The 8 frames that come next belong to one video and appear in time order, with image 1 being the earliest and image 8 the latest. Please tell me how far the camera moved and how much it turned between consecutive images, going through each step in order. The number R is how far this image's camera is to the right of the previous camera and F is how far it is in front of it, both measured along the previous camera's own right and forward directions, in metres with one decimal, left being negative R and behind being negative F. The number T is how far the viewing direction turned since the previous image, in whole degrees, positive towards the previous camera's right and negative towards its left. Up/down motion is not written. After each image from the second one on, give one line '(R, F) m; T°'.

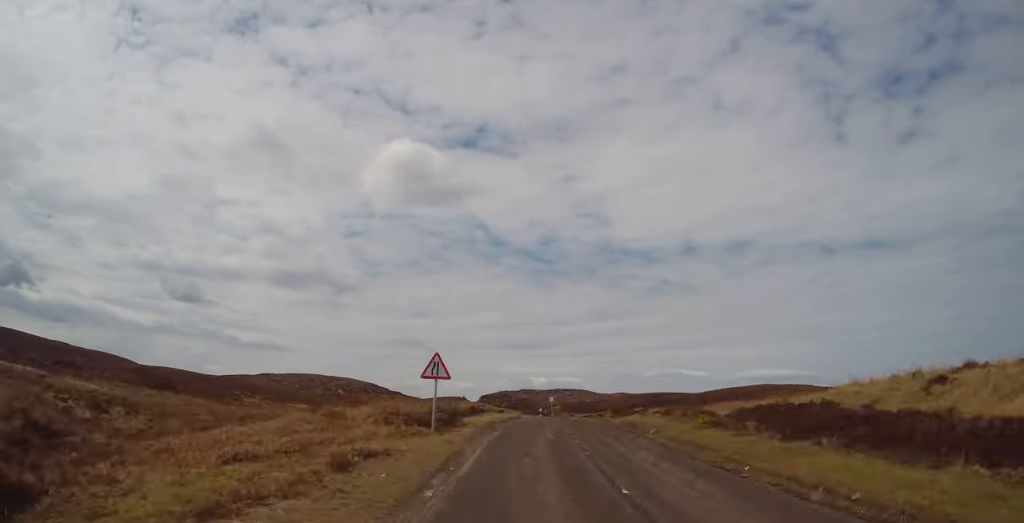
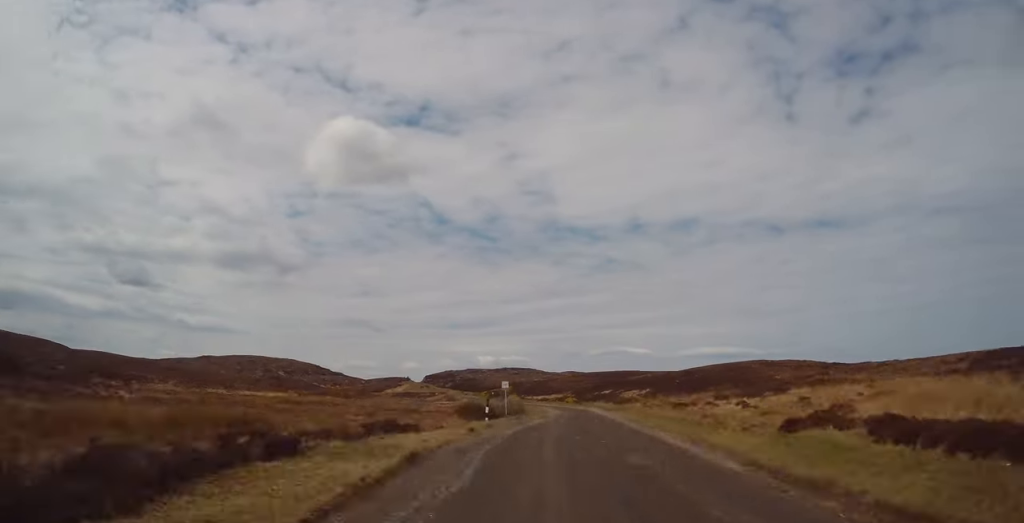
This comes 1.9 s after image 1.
(+2.0, +29.8) m; +1°
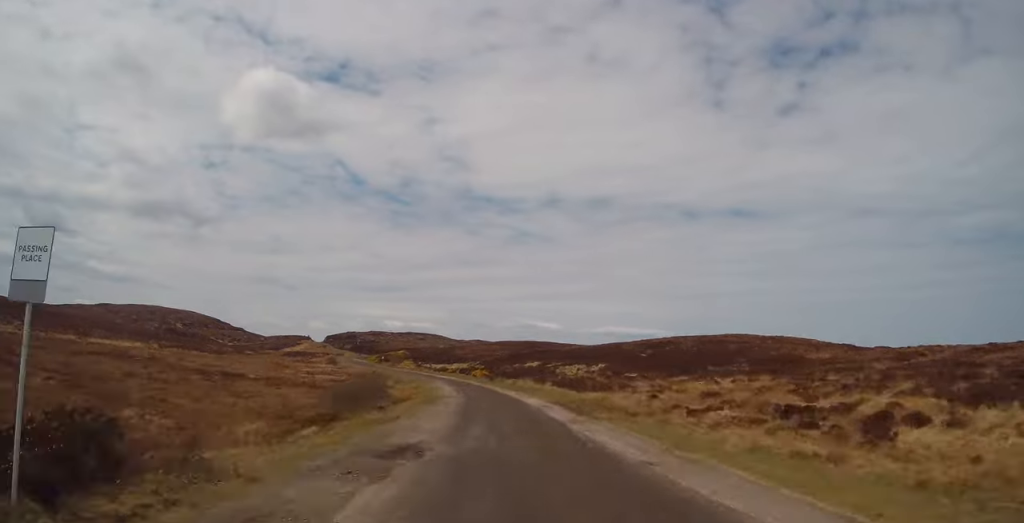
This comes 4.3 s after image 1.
(+0.7, +38.5) m; -1°
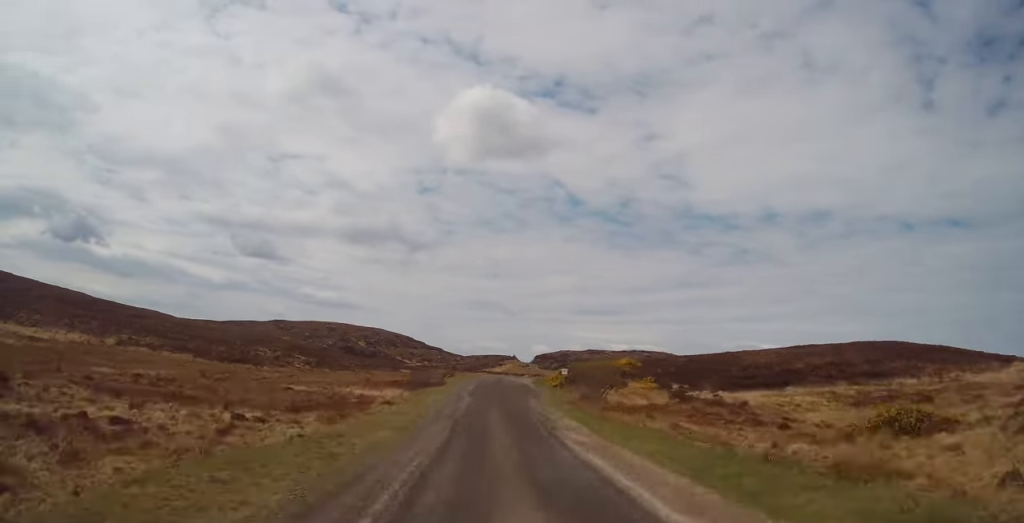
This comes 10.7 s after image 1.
(-11.9, +101.6) m; -11°
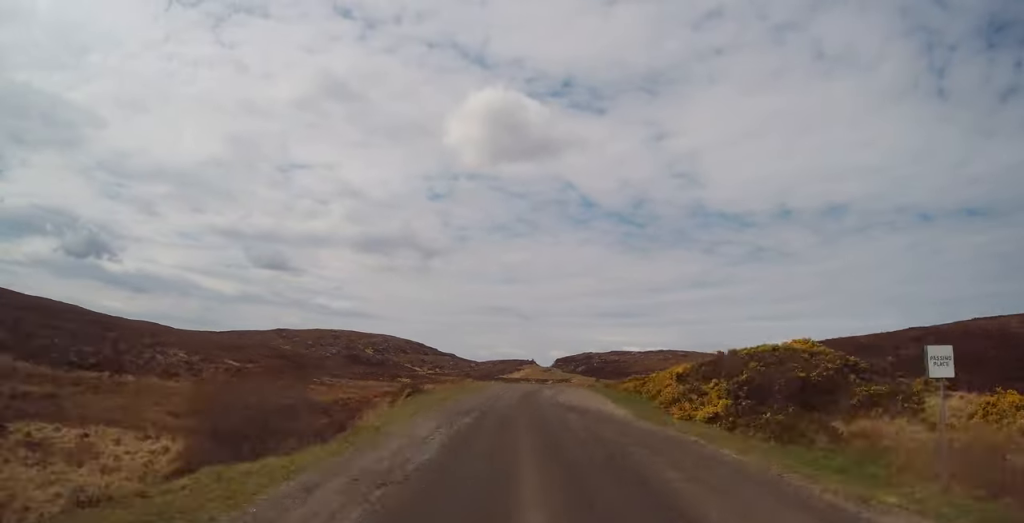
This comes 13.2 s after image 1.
(+0.1, +40.4) m; +3°
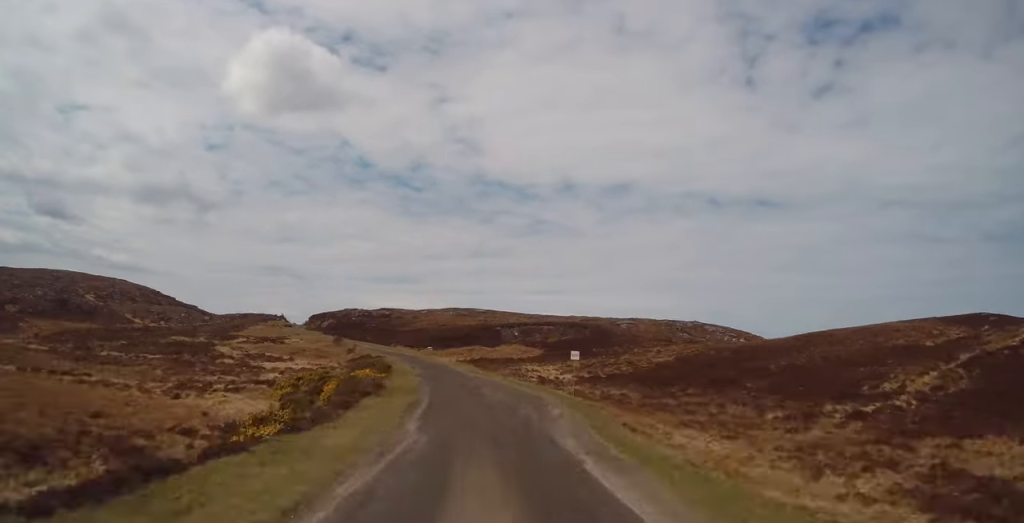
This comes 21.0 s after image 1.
(+12.8, +120.5) m; +4°
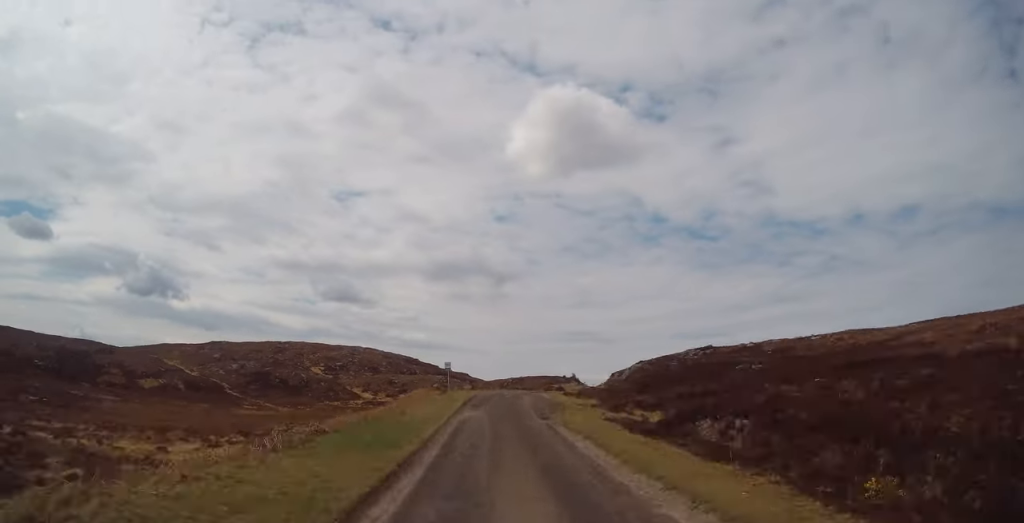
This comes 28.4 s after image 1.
(-18.9, +114.1) m; -14°
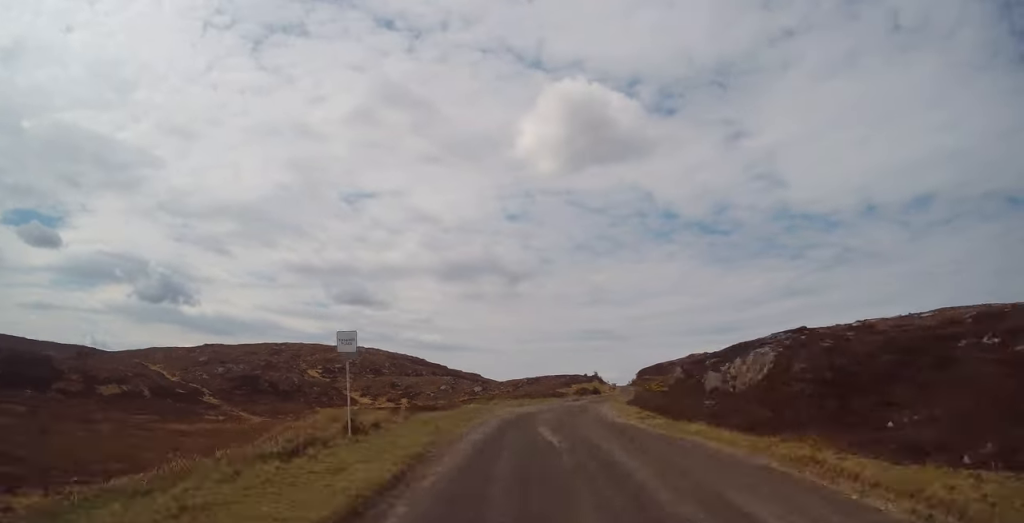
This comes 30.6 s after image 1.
(-1.3, +33.6) m; +2°
